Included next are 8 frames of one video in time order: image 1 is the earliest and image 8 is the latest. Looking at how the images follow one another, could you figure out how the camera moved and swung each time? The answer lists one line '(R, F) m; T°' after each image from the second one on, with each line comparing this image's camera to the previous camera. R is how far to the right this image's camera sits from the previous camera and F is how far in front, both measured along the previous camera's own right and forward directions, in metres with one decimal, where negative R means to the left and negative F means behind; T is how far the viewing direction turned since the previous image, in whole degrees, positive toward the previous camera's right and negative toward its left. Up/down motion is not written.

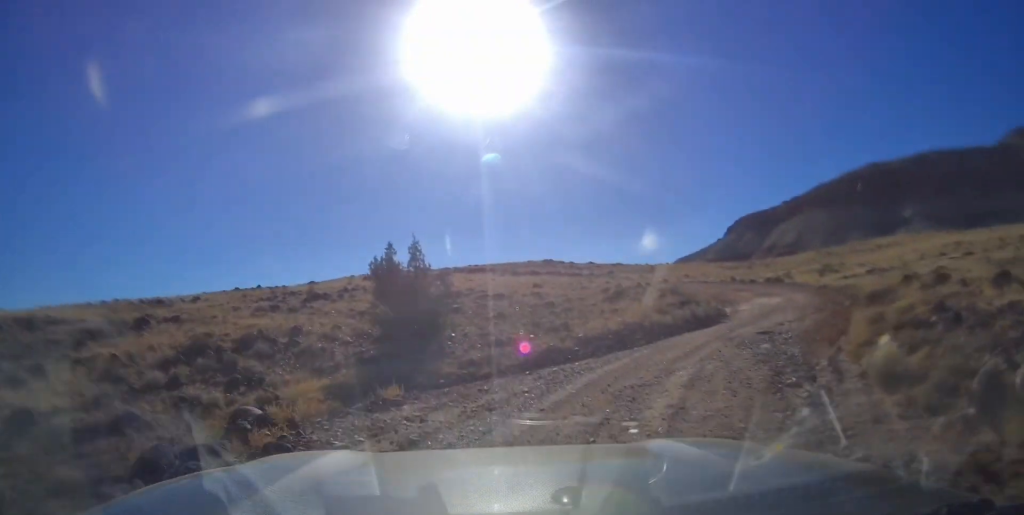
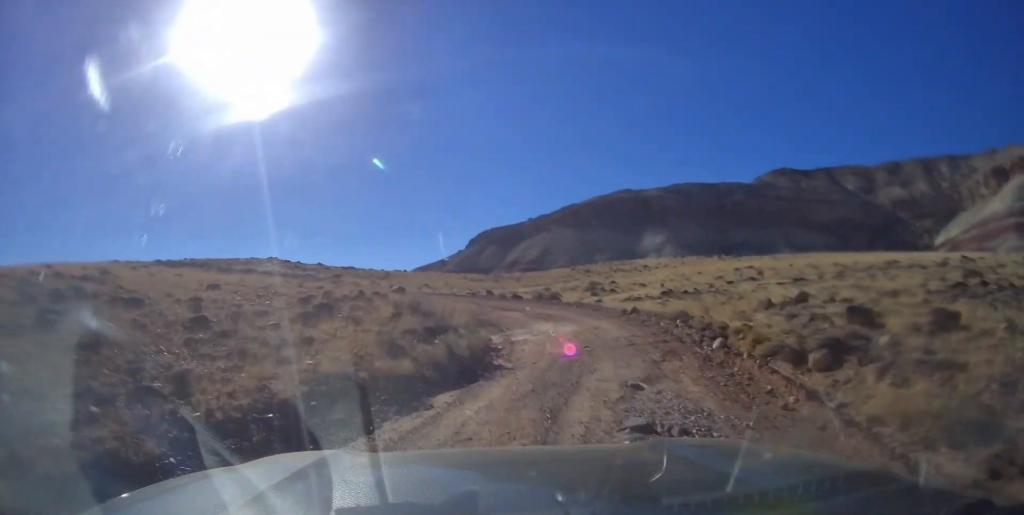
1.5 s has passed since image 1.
(+2.4, +7.6) m; +28°
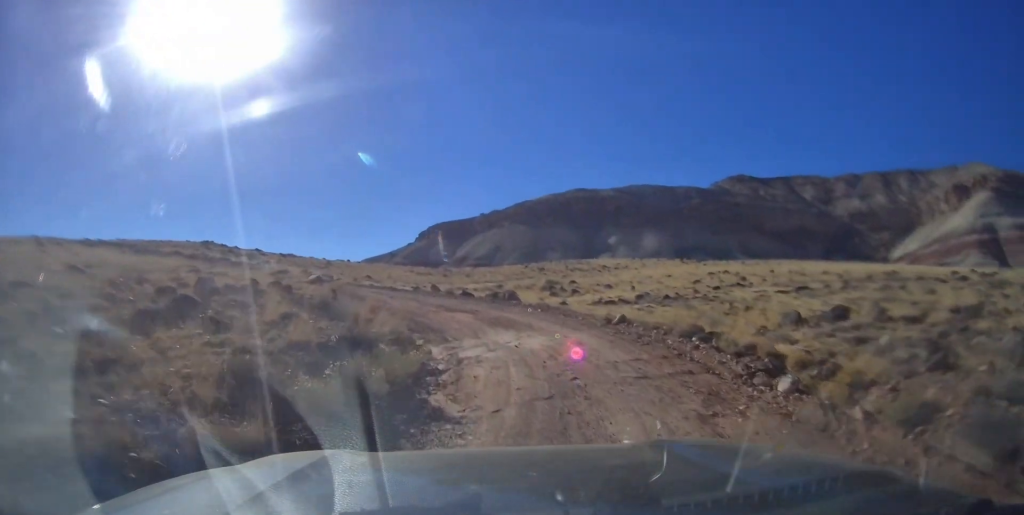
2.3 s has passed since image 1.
(+0.6, +4.6) m; +13°
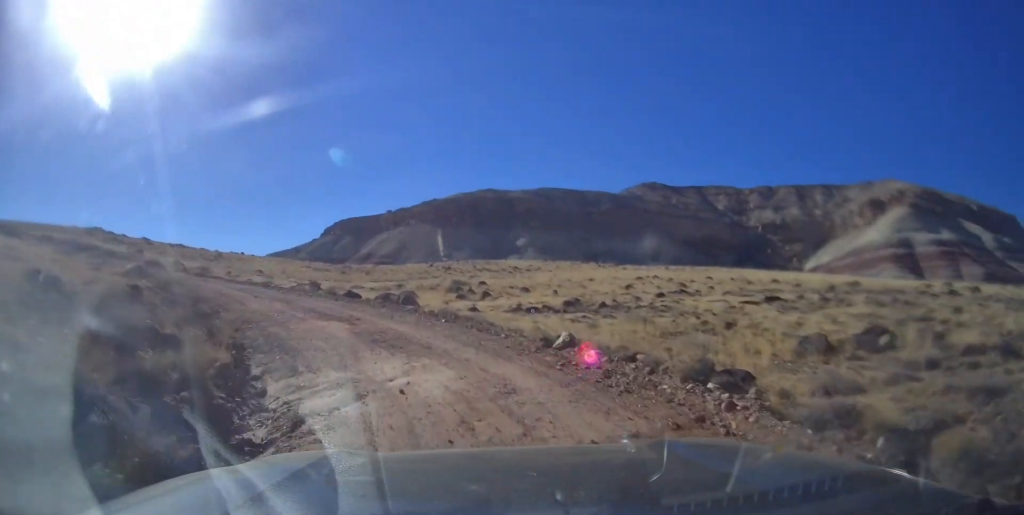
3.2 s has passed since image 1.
(+0.8, +5.2) m; +4°
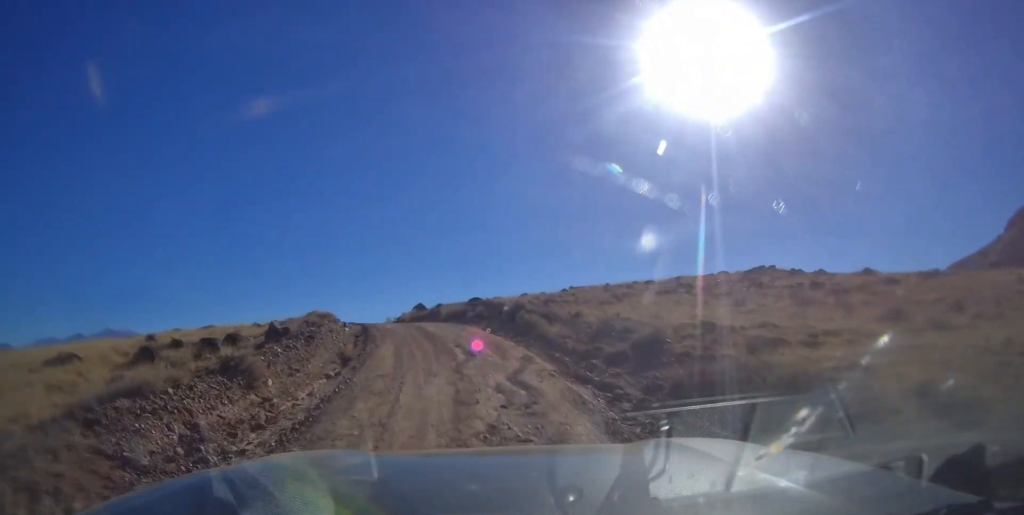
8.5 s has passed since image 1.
(-7.6, +34.1) m; -40°
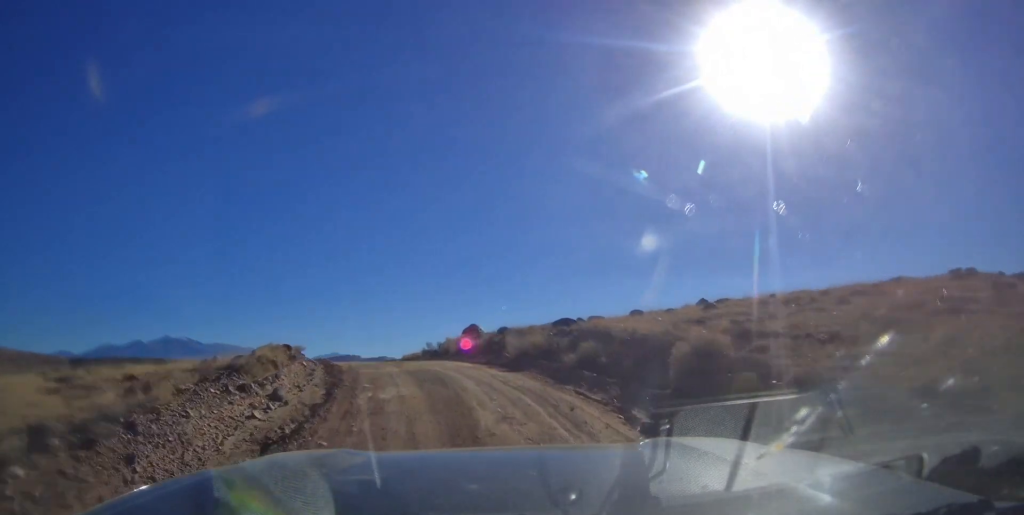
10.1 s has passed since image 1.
(-2.2, +12.2) m; -15°
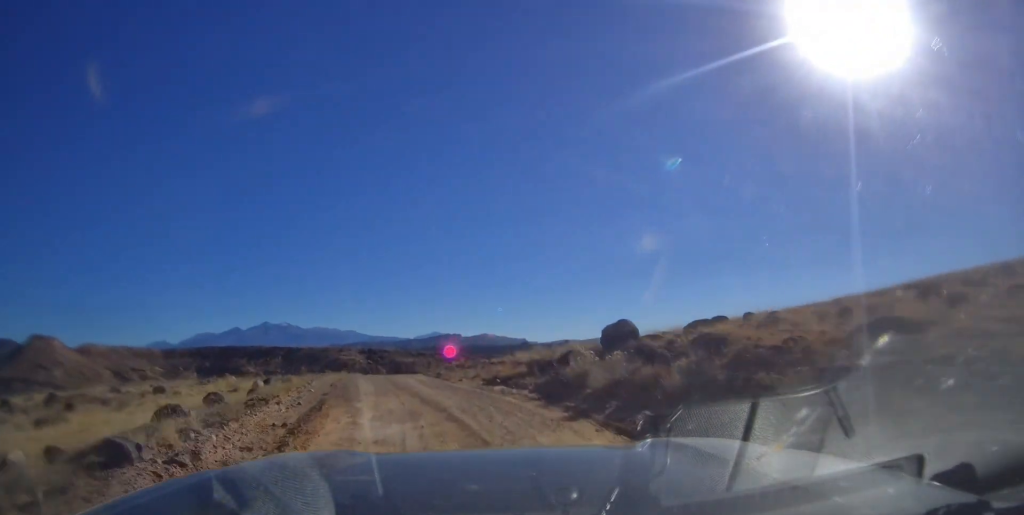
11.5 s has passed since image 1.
(-1.5, +11.3) m; -10°
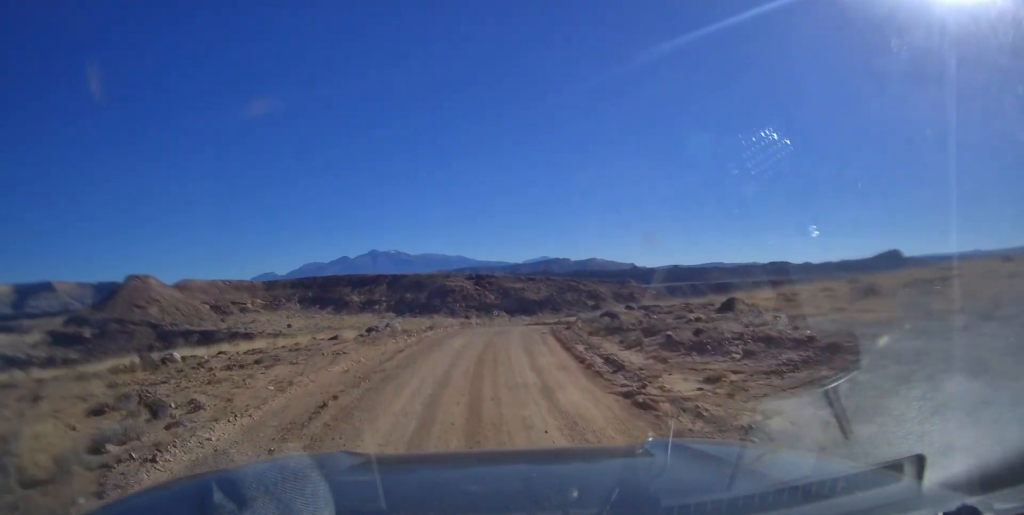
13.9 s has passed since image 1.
(-1.9, +18.6) m; -8°
